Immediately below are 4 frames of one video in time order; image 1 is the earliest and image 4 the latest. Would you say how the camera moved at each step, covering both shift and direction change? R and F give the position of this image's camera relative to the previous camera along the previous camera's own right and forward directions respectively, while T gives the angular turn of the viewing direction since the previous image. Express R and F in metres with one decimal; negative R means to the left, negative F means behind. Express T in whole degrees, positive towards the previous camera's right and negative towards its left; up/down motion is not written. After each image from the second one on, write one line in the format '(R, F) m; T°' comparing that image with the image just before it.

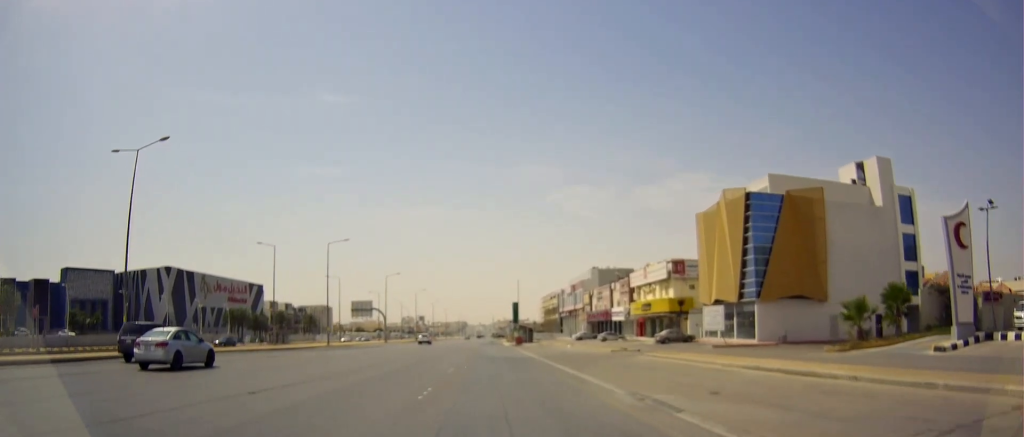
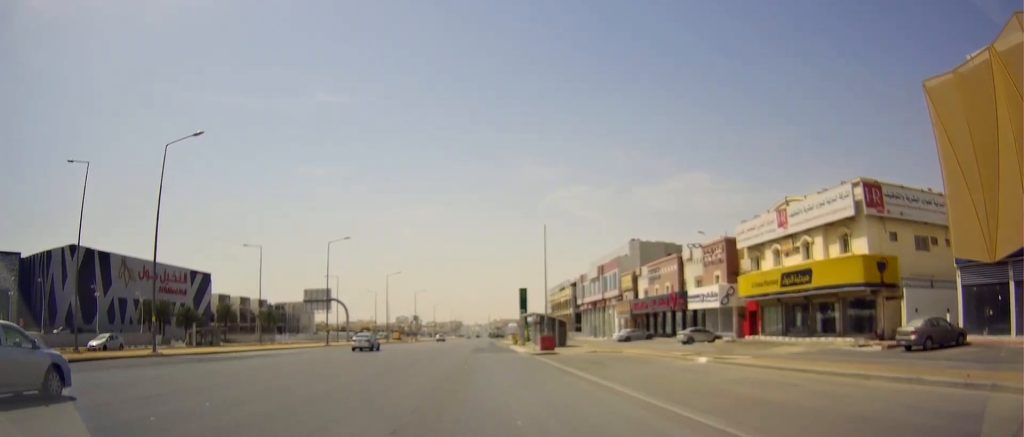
(+0.3, +40.4) m; -2°
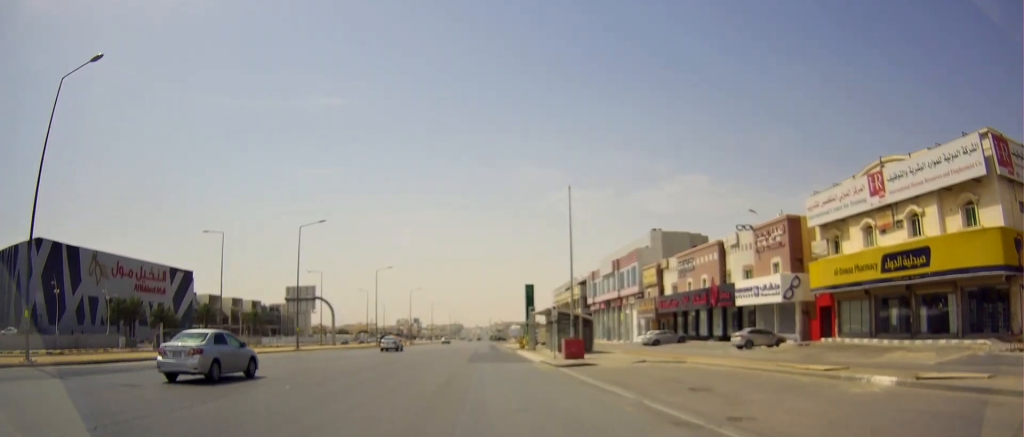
(0.0, +12.1) m; +2°
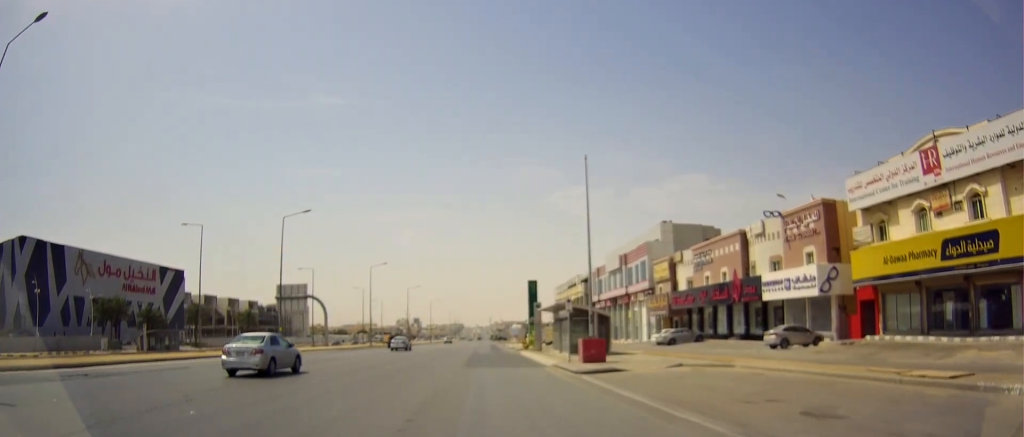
(+0.3, +5.2) m; +1°
